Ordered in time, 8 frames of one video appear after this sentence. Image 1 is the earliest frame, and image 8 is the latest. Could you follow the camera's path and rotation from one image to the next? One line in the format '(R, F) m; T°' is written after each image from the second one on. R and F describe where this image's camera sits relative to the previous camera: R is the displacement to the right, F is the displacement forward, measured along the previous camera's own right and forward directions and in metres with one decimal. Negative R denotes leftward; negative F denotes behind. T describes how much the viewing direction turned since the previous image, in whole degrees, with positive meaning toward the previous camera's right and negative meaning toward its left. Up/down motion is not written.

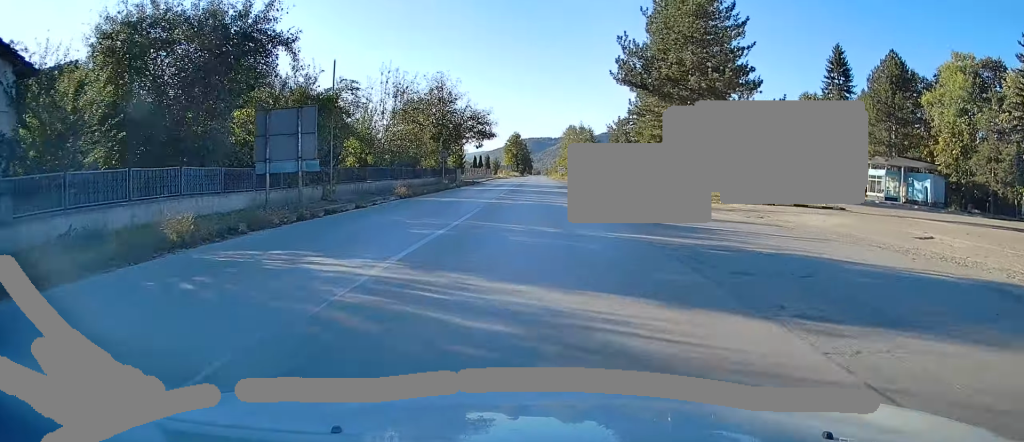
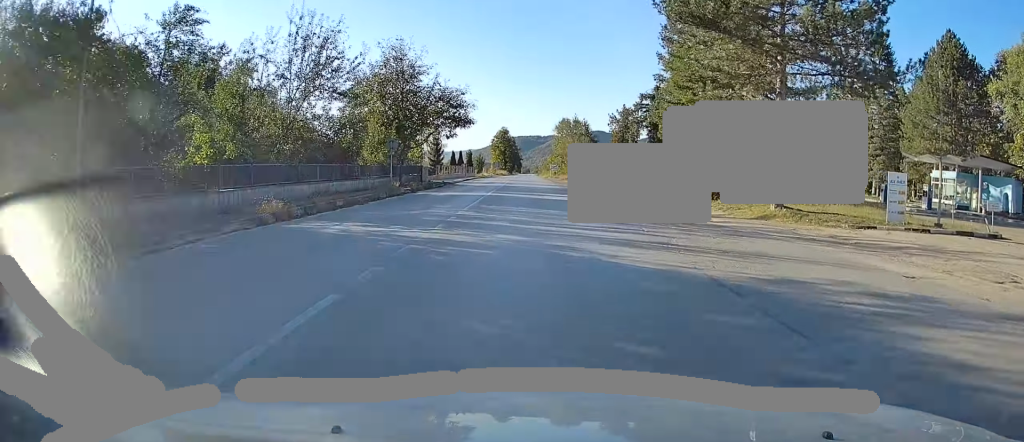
(+0.1, +14.5) m; 0°
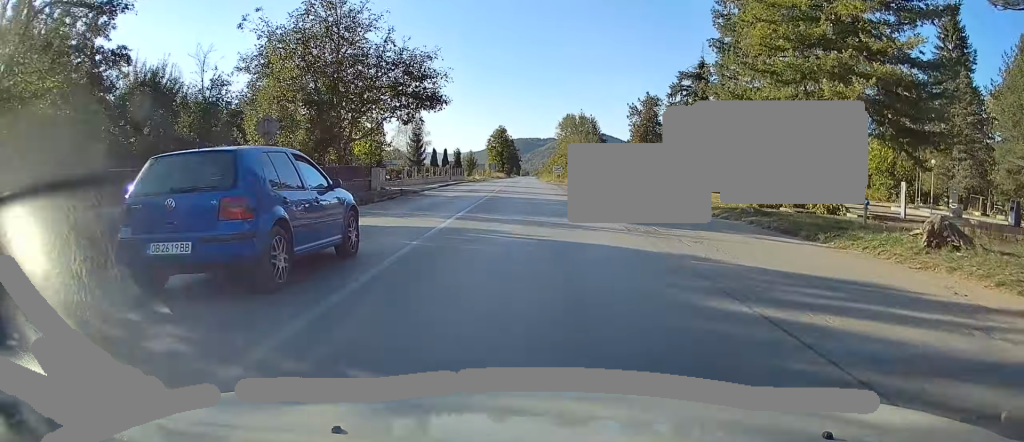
(0.0, +15.7) m; 0°
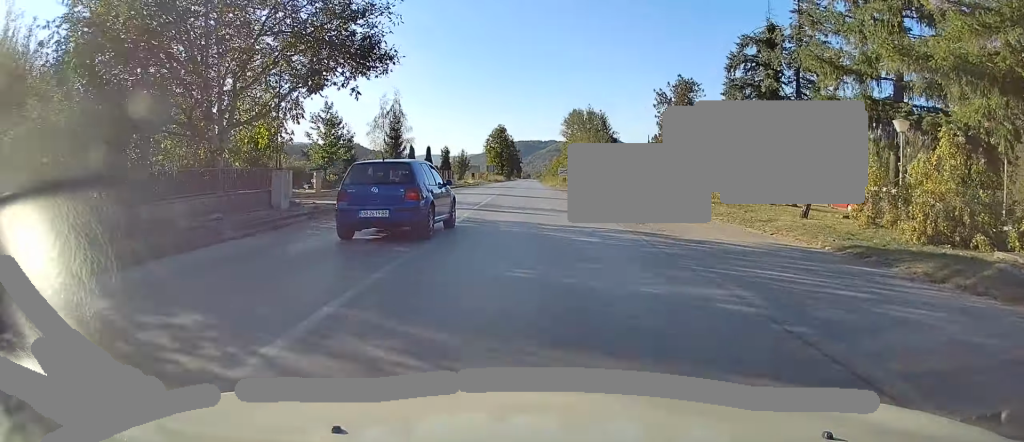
(0.0, +13.1) m; 0°
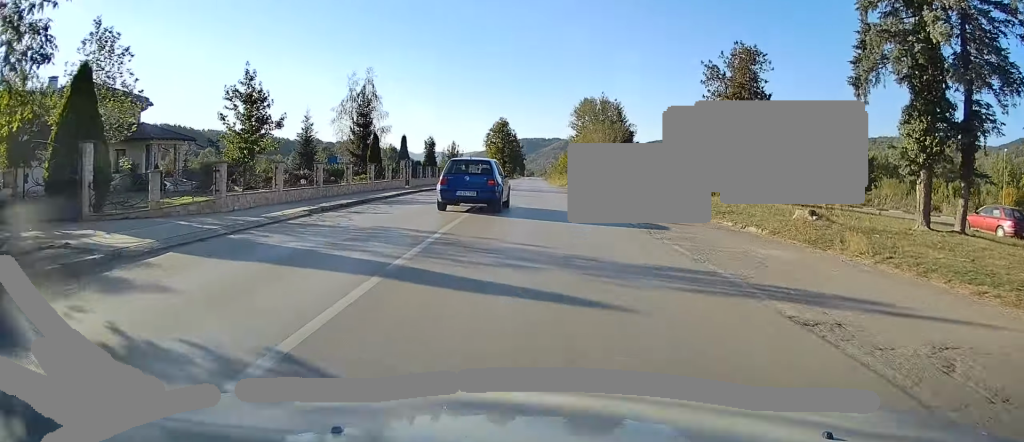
(0.0, +13.3) m; 0°
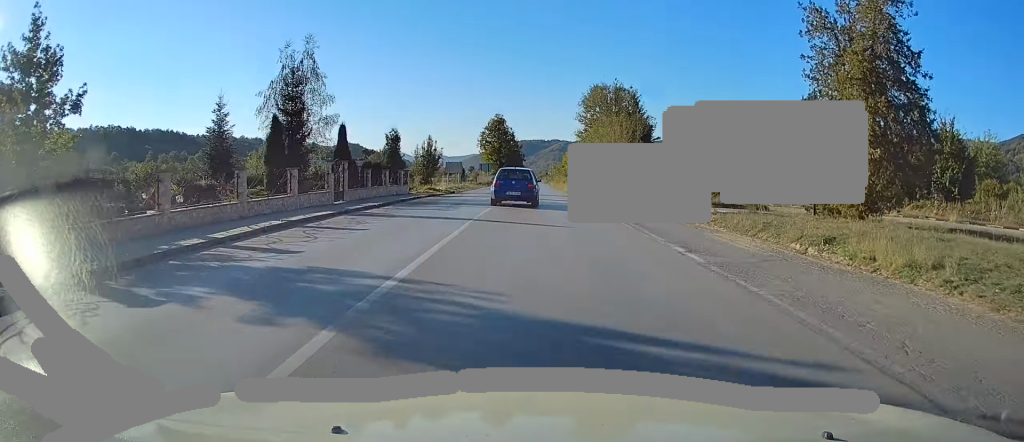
(+0.1, +15.0) m; +1°
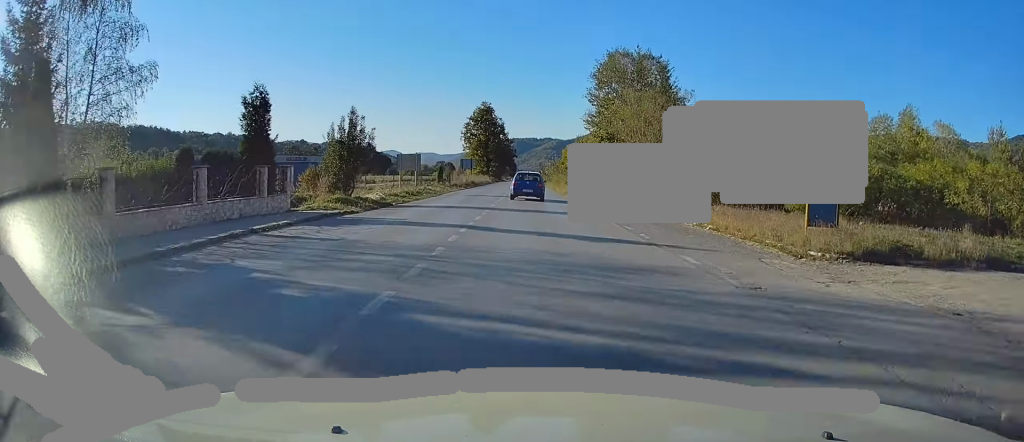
(0.0, +20.1) m; 0°
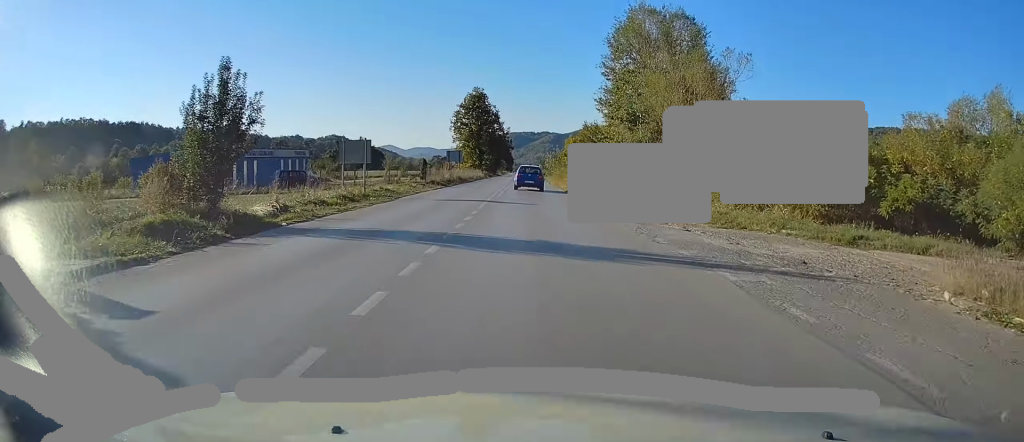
(+0.1, +12.2) m; 0°
